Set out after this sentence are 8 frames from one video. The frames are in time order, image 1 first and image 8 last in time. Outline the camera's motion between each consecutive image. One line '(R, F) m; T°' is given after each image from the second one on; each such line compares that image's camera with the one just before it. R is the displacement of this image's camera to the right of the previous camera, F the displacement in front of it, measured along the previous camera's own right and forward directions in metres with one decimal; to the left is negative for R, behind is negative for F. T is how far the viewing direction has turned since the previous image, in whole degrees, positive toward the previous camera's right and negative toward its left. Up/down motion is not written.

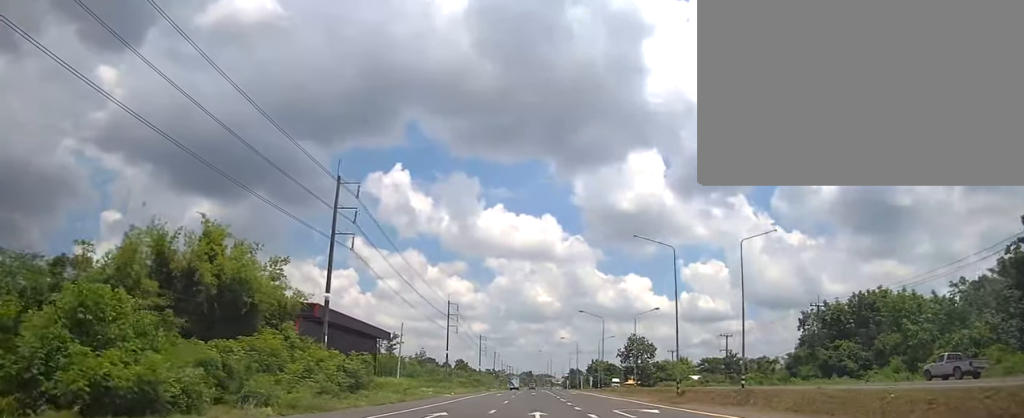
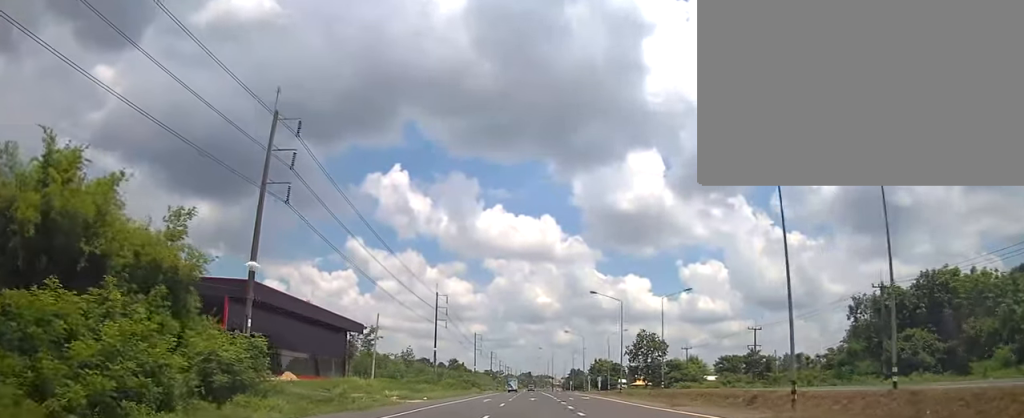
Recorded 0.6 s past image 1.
(0.0, +15.0) m; 0°
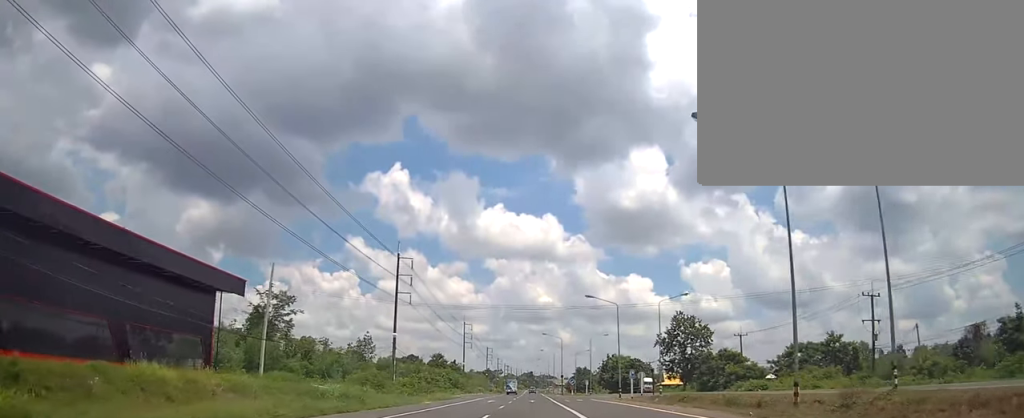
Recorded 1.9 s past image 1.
(-0.2, +35.2) m; 0°
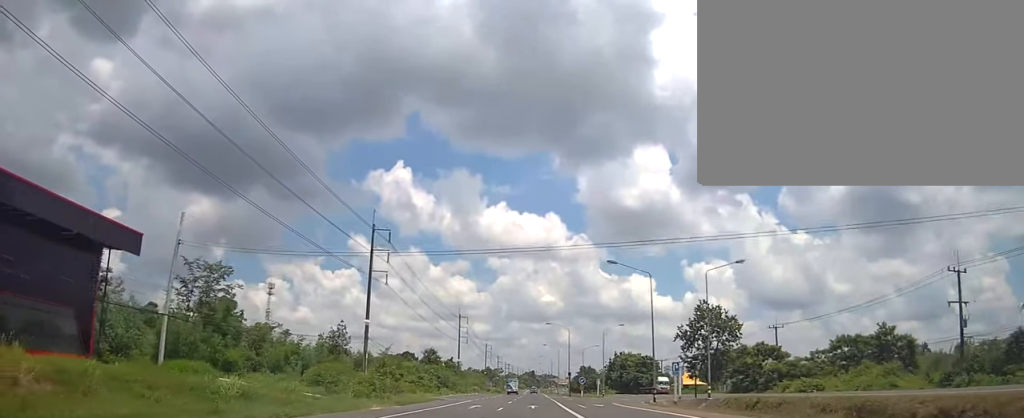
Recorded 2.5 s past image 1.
(-0.1, +14.4) m; 0°
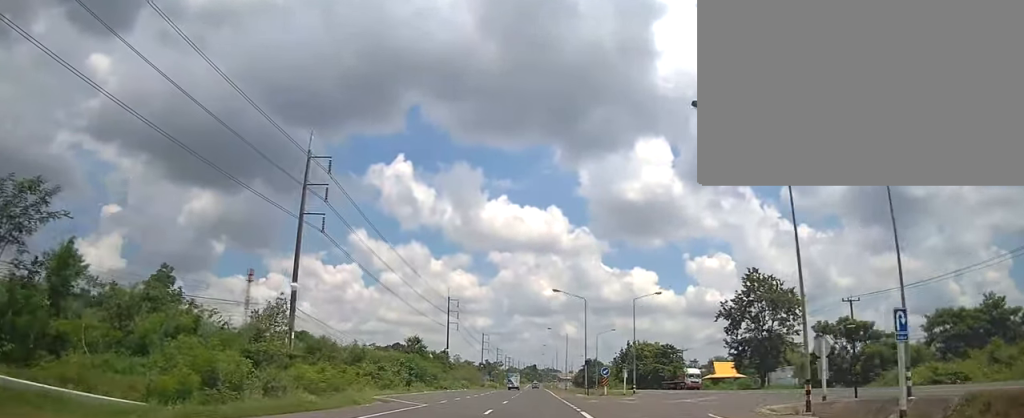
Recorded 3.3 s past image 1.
(+0.2, +21.1) m; 0°
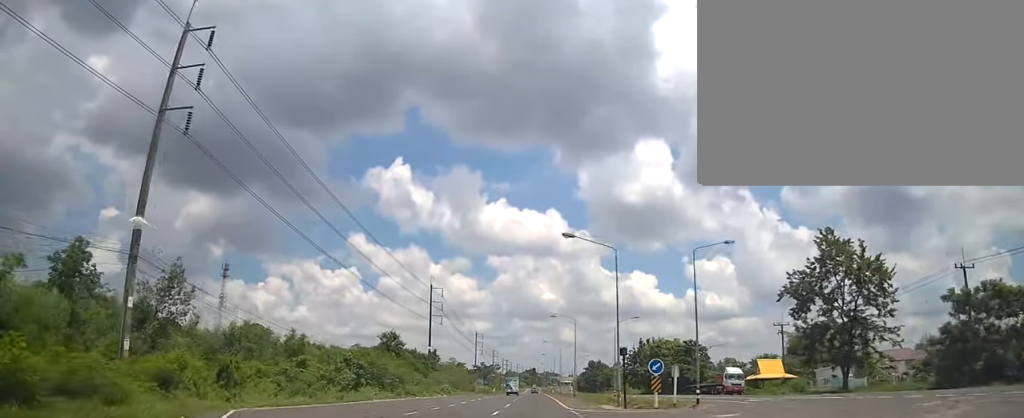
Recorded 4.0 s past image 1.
(0.0, +19.9) m; 0°
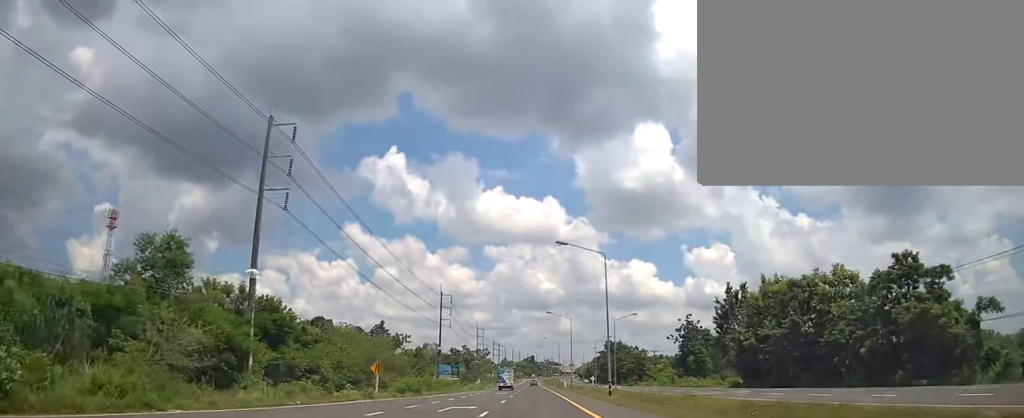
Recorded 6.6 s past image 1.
(-0.5, +66.8) m; 0°
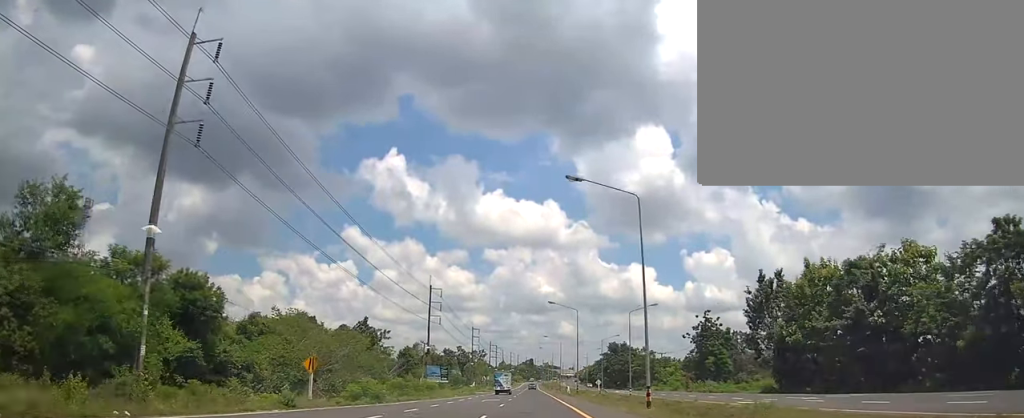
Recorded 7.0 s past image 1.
(+0.1, +12.0) m; 0°
